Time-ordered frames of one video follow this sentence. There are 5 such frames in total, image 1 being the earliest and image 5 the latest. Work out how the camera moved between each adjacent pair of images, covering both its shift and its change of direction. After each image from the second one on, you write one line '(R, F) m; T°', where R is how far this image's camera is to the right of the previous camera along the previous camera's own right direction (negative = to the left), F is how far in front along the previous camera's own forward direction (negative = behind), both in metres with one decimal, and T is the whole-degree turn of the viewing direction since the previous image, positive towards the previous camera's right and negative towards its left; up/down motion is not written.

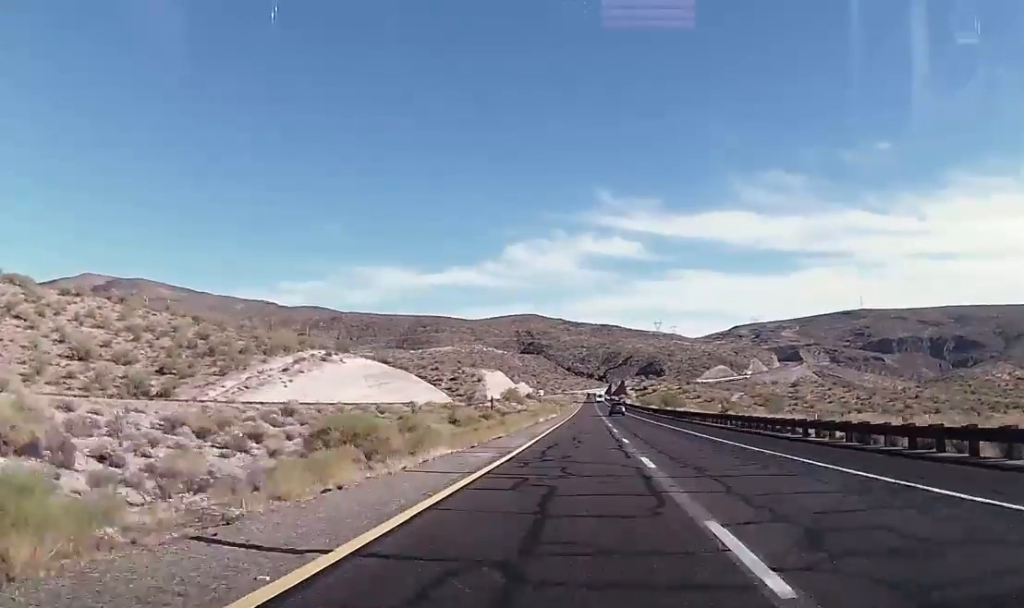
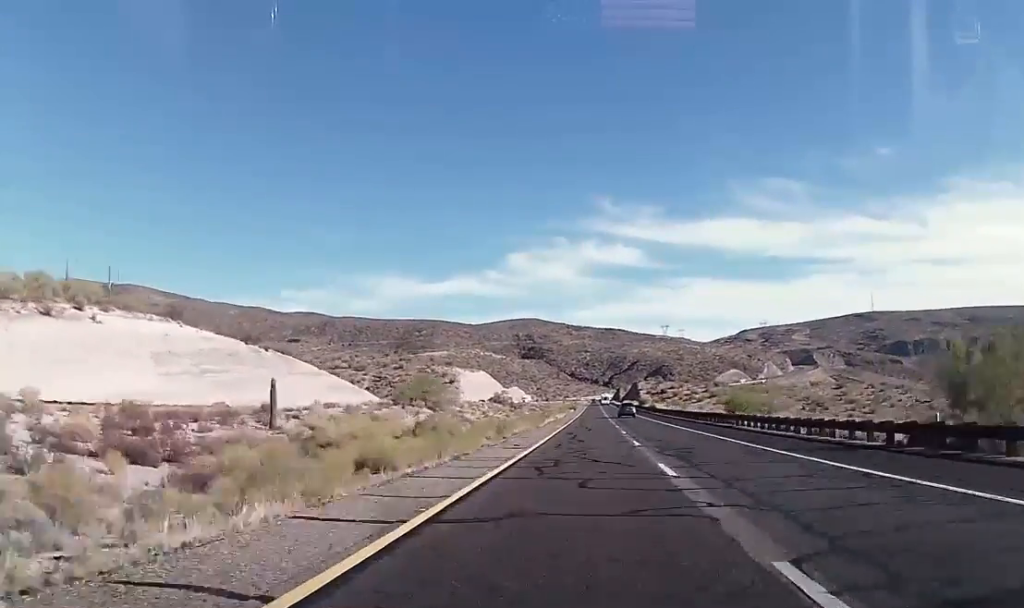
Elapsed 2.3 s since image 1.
(-0.7, +86.8) m; -1°
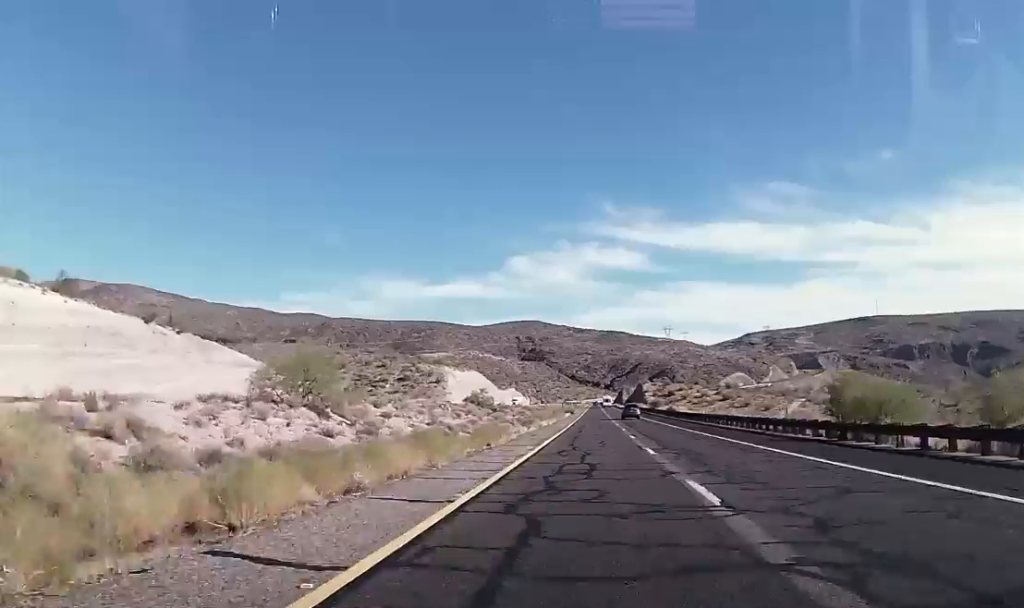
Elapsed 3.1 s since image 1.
(-0.1, +28.7) m; 0°
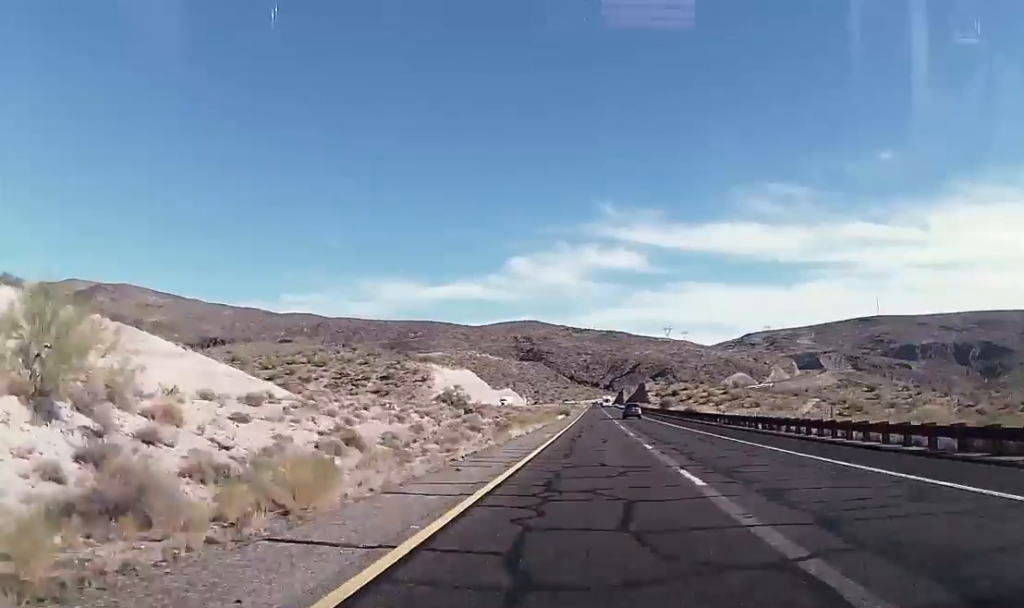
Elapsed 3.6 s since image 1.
(-0.1, +21.2) m; 0°
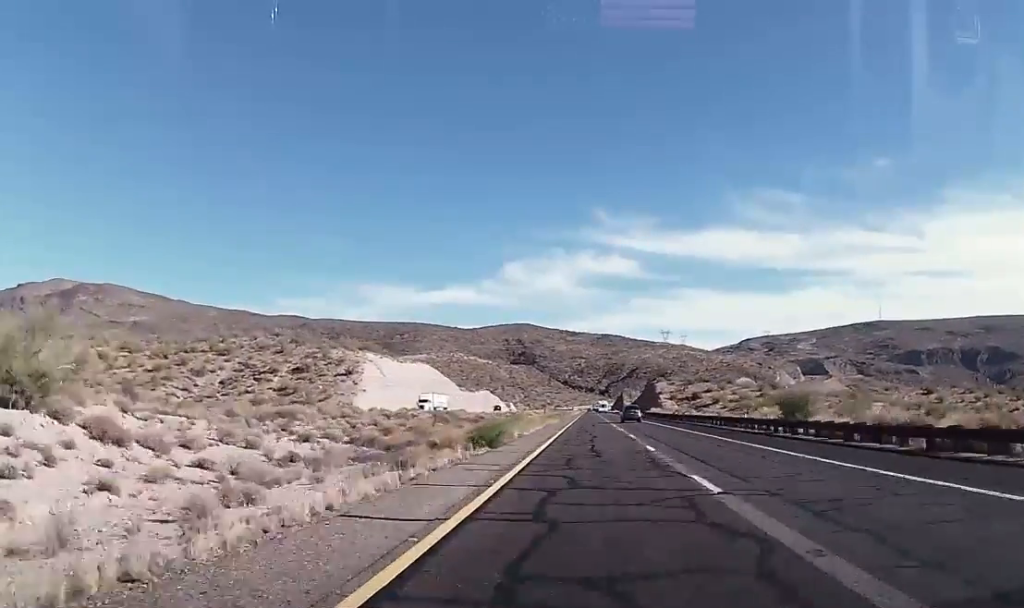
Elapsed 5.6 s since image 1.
(+0.4, +73.6) m; 0°
